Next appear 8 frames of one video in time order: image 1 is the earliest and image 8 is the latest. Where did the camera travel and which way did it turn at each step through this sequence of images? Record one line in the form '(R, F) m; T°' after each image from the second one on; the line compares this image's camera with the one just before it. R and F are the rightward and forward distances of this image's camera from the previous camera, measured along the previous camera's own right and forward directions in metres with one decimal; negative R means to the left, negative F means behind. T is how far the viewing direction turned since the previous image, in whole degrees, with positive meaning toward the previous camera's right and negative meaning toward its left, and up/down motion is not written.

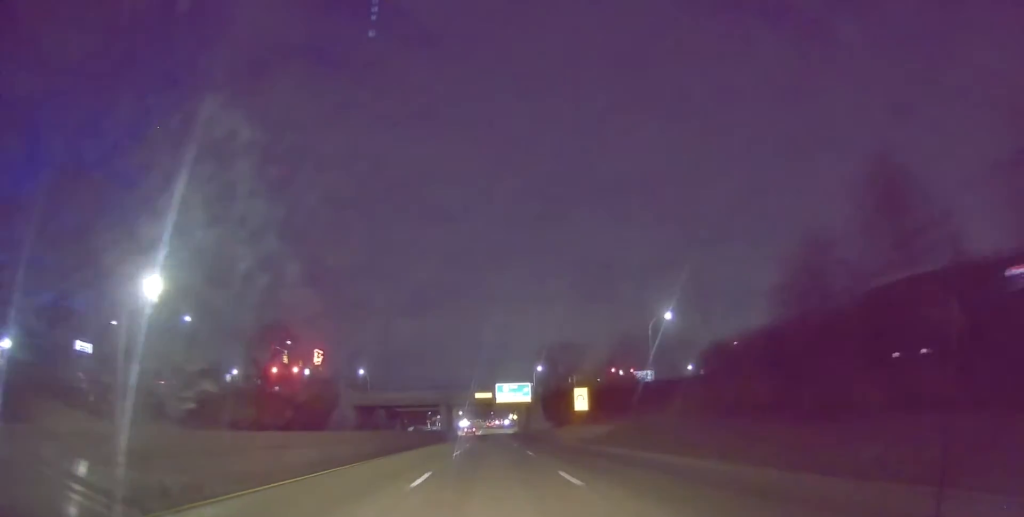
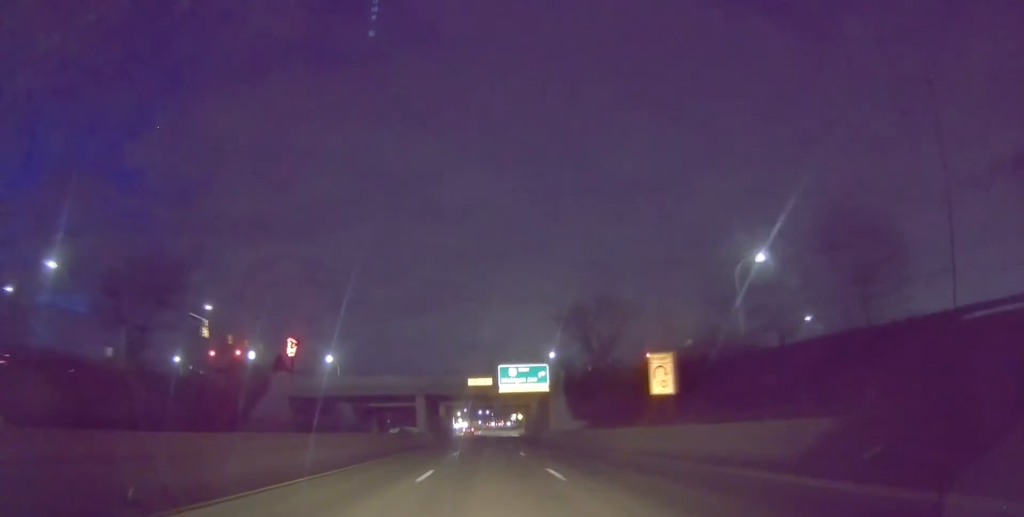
(+0.4, +29.3) m; +1°
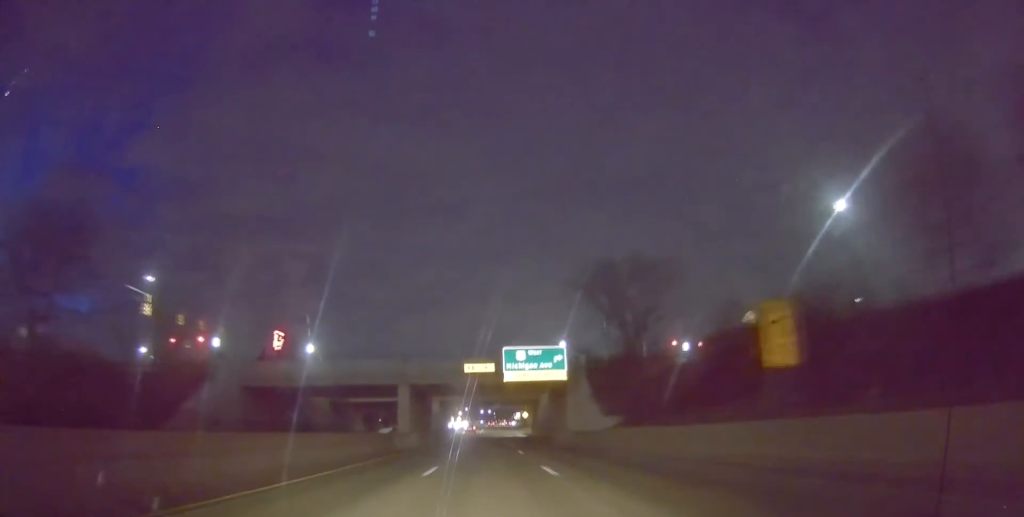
(0.0, +13.8) m; 0°
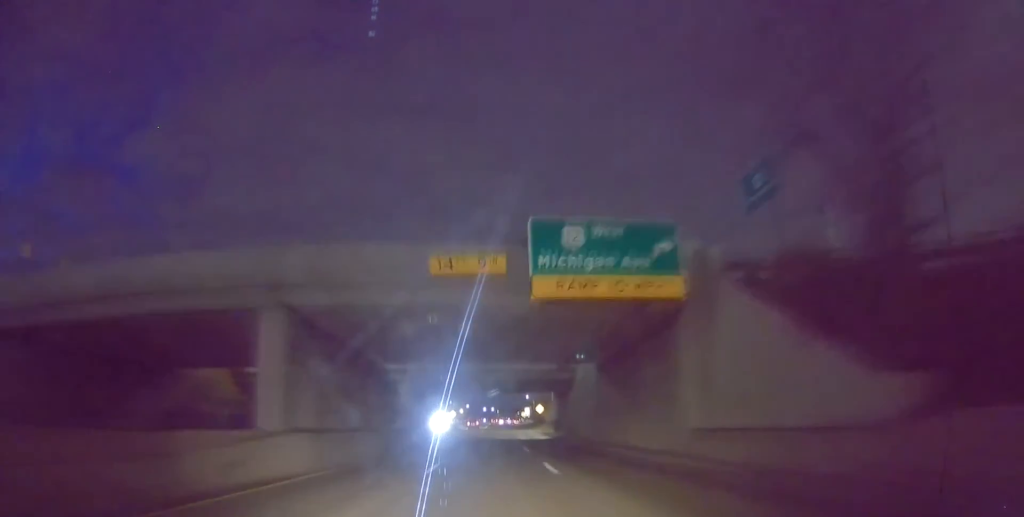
(-0.3, +30.9) m; -1°
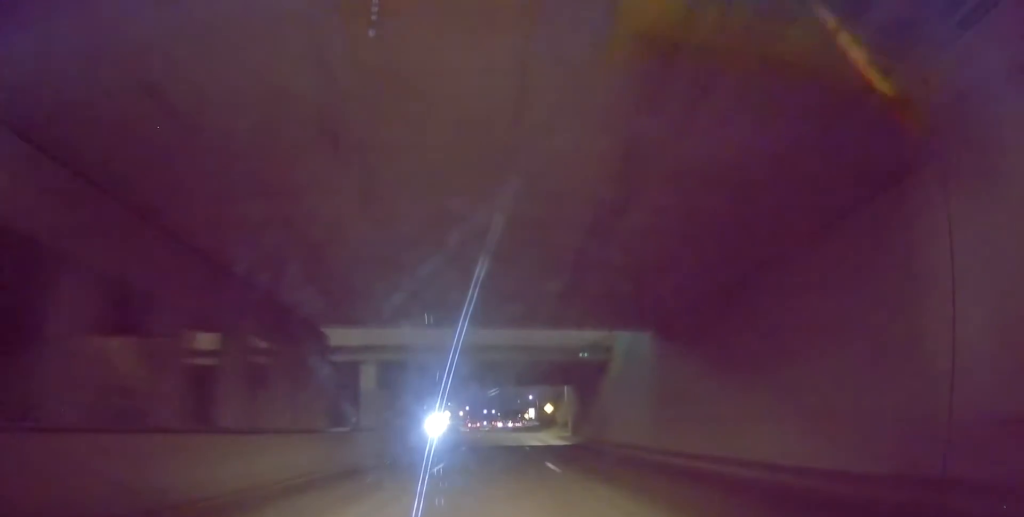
(-0.3, +14.2) m; 0°
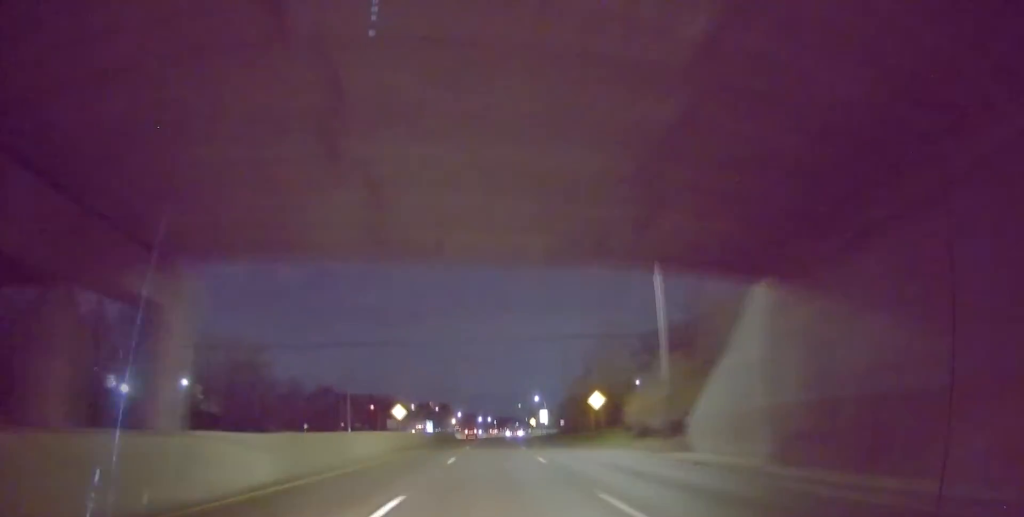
(+0.7, +40.7) m; +2°
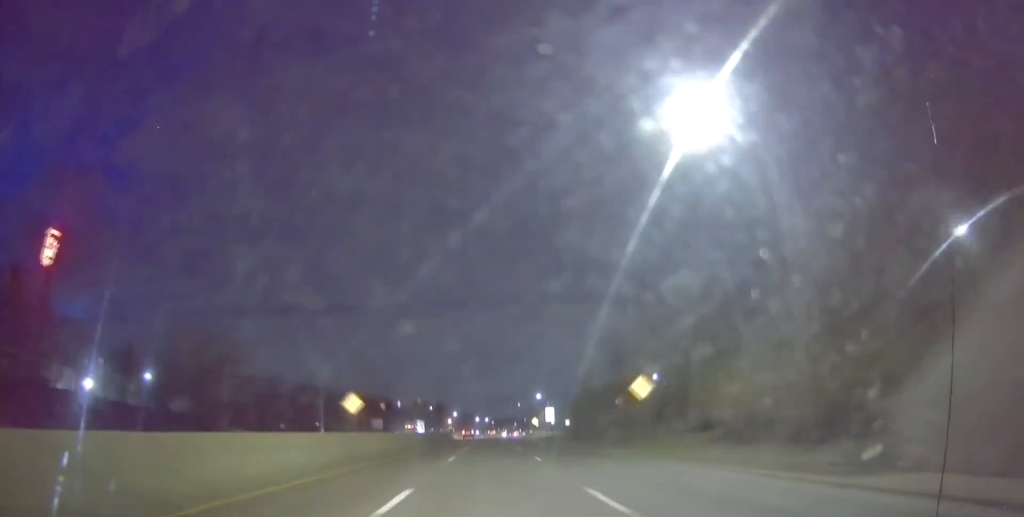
(+0.1, +13.9) m; 0°
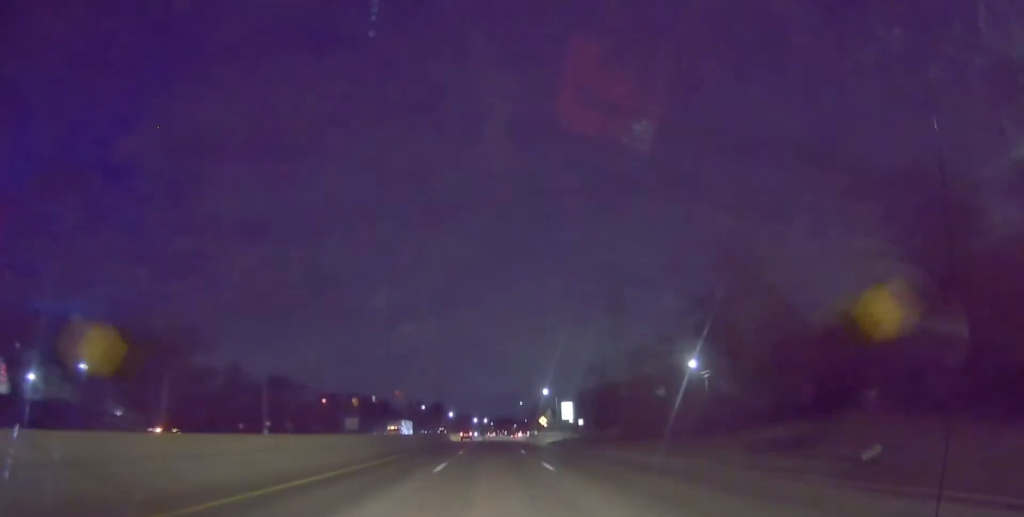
(+0.1, +21.1) m; 0°
